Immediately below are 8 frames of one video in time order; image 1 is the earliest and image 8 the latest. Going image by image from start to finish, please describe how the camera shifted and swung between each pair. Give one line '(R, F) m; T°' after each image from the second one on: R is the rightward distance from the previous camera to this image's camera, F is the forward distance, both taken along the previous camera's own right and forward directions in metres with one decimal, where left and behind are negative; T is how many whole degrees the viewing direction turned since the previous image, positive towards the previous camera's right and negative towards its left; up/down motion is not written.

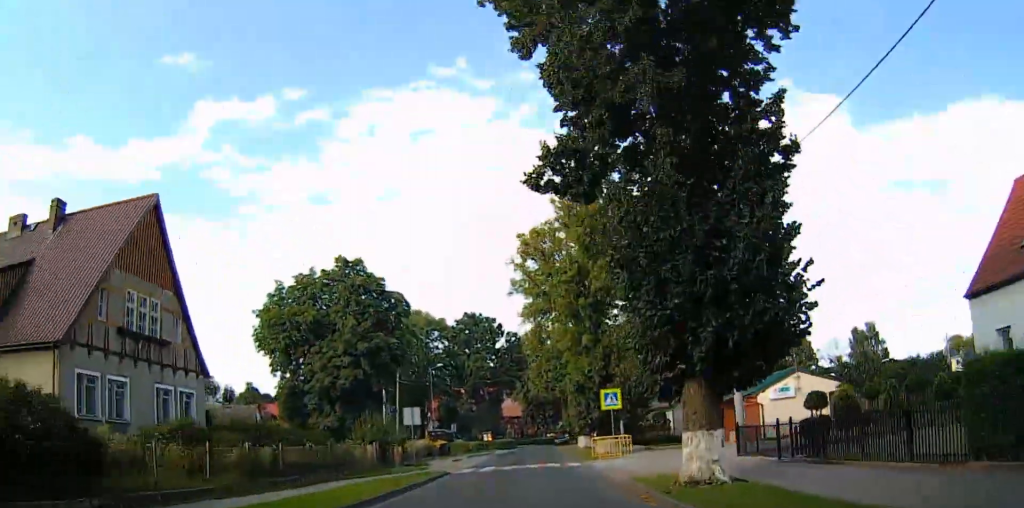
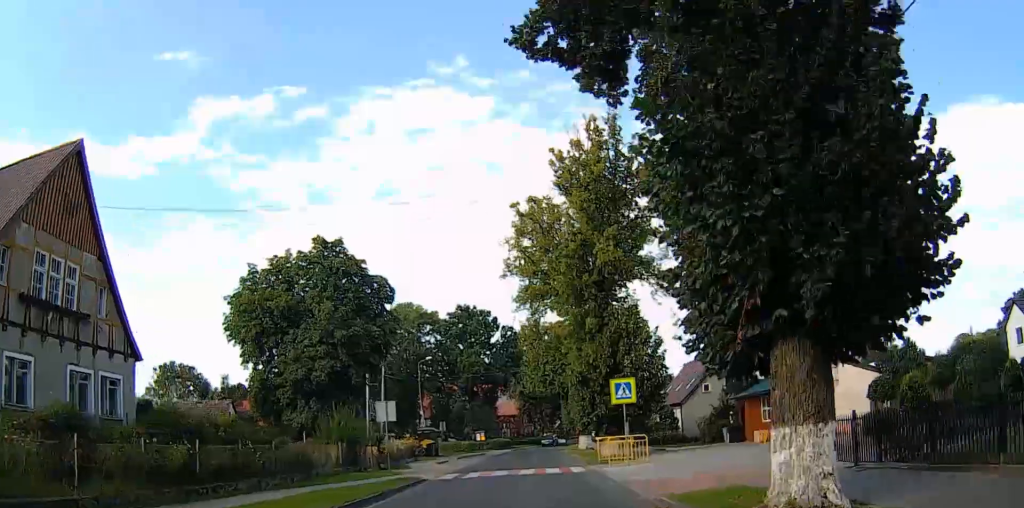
(0.0, +5.3) m; 0°
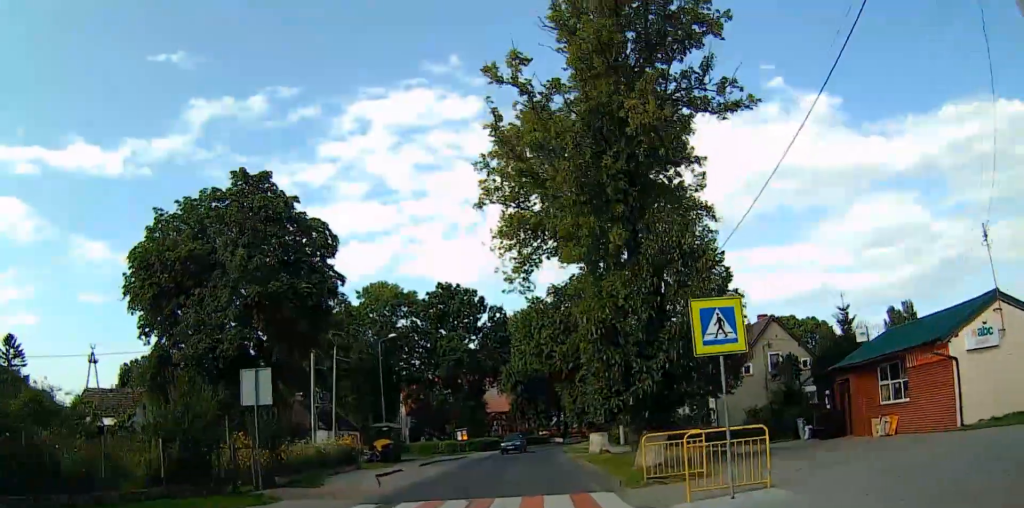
(+0.2, +14.3) m; +3°
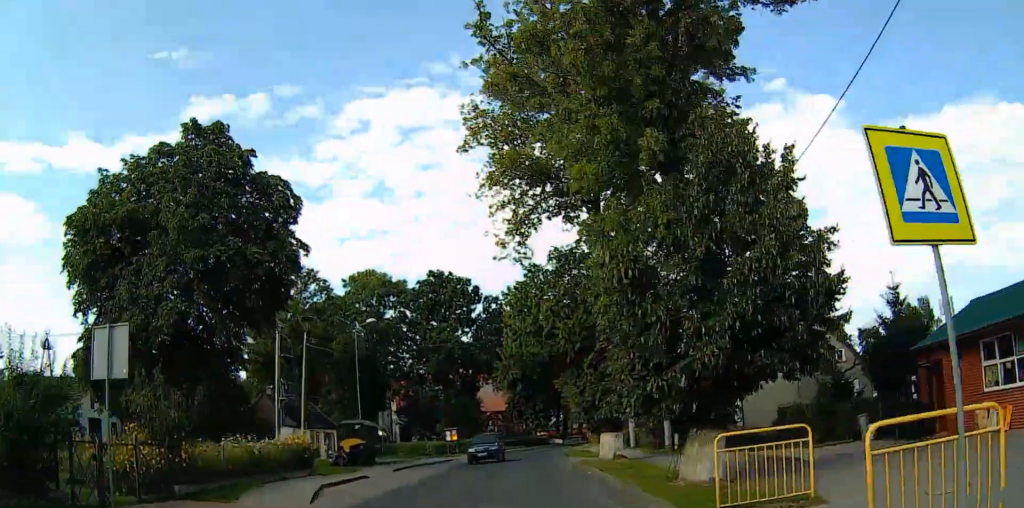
(+0.1, +6.9) m; 0°
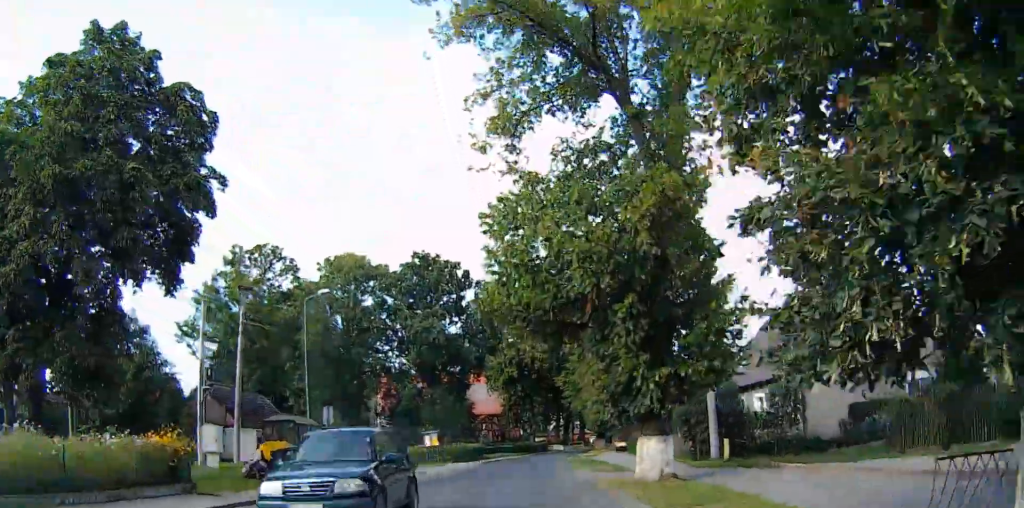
(+0.1, +10.6) m; -2°
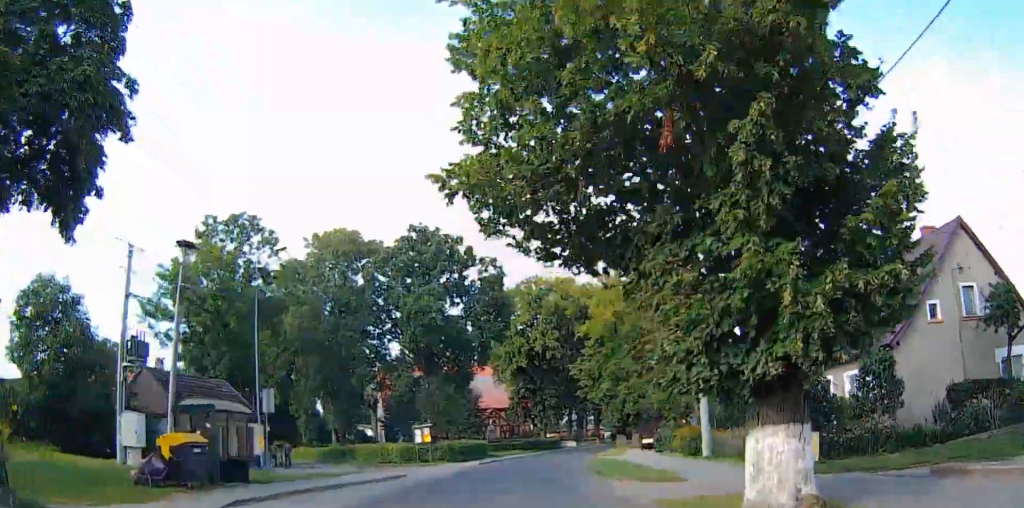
(-0.8, +8.1) m; 0°
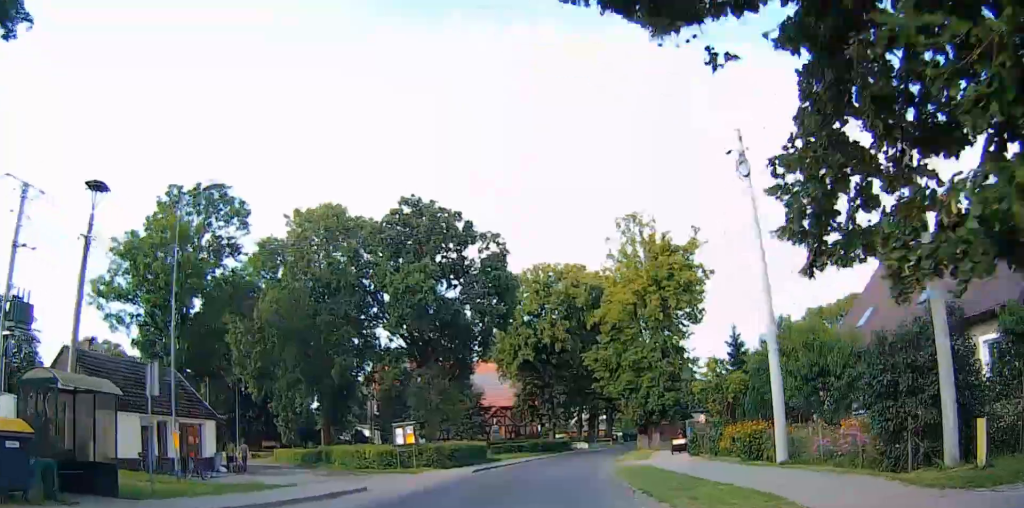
(+0.8, +7.6) m; +2°
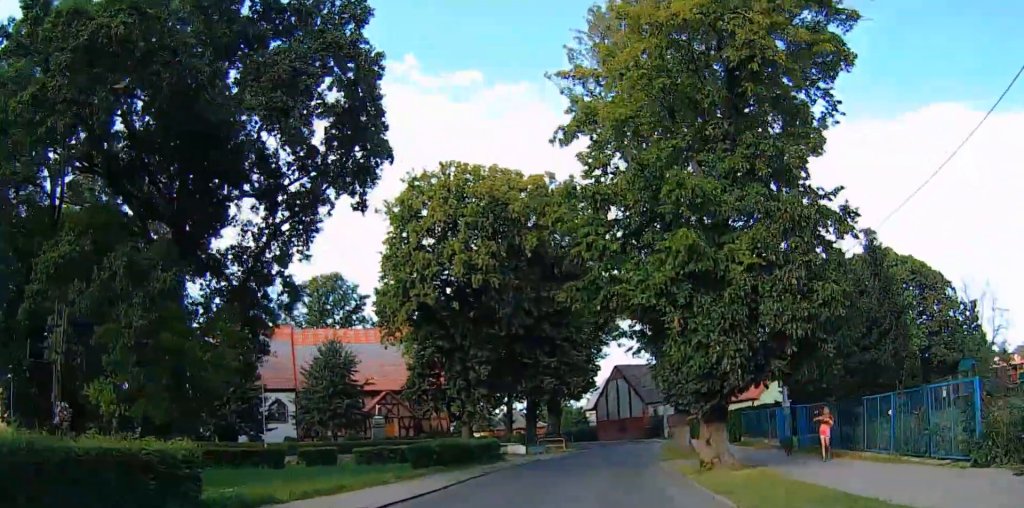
(-0.1, +31.6) m; +4°
